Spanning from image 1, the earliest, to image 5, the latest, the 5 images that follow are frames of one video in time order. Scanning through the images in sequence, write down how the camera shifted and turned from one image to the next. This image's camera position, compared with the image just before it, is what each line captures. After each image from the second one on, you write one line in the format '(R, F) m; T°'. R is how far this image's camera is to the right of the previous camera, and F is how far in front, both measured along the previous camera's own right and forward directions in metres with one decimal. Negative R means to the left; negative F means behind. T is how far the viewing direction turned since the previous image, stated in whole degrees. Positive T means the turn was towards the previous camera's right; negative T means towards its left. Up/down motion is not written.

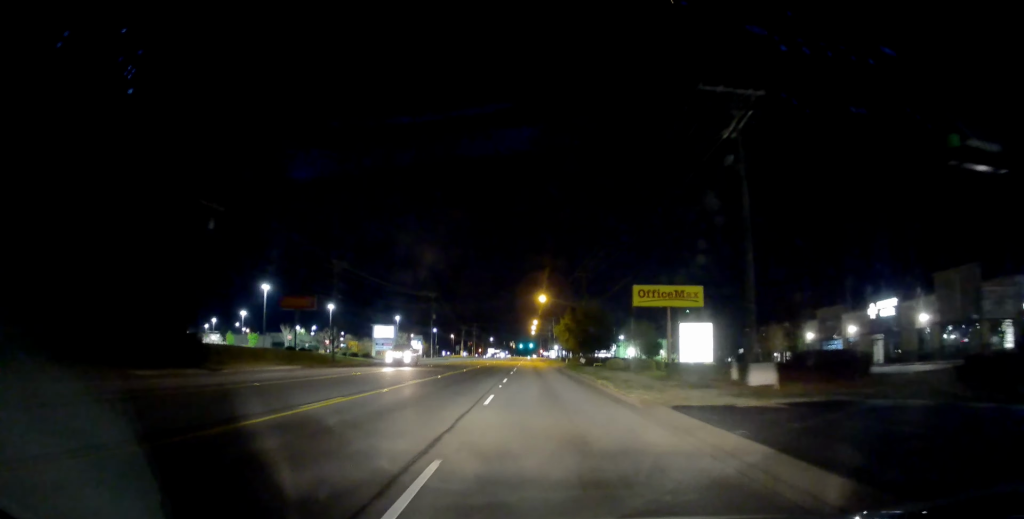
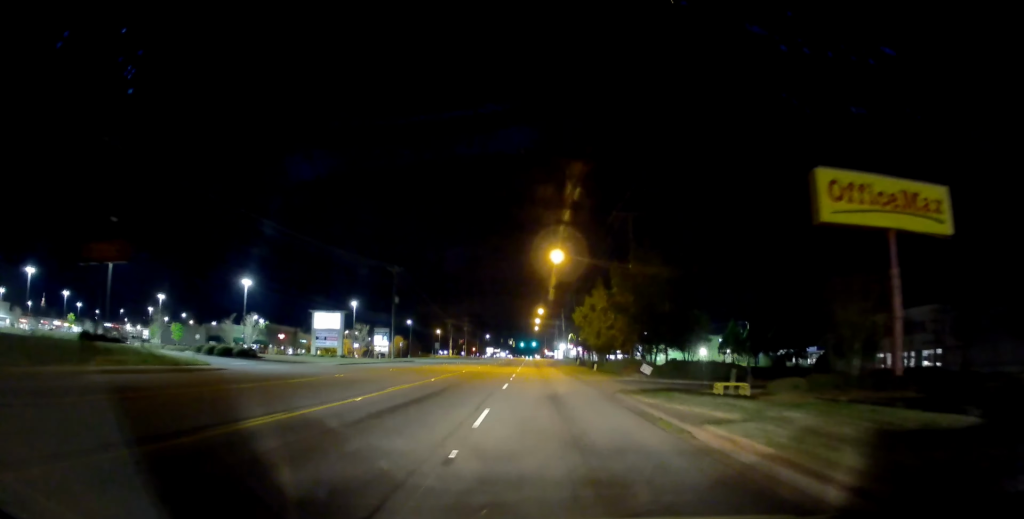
(-0.4, +40.0) m; 0°
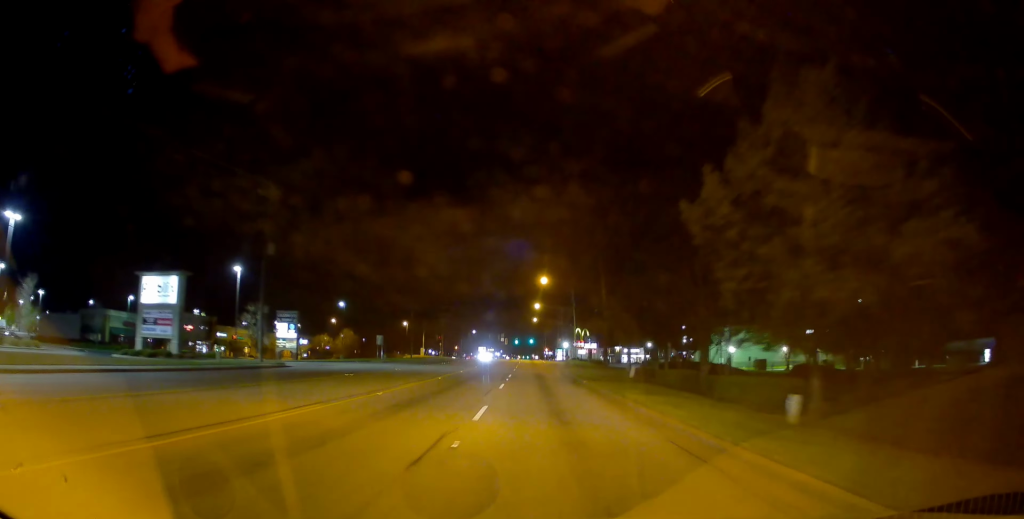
(+0.6, +45.4) m; +1°
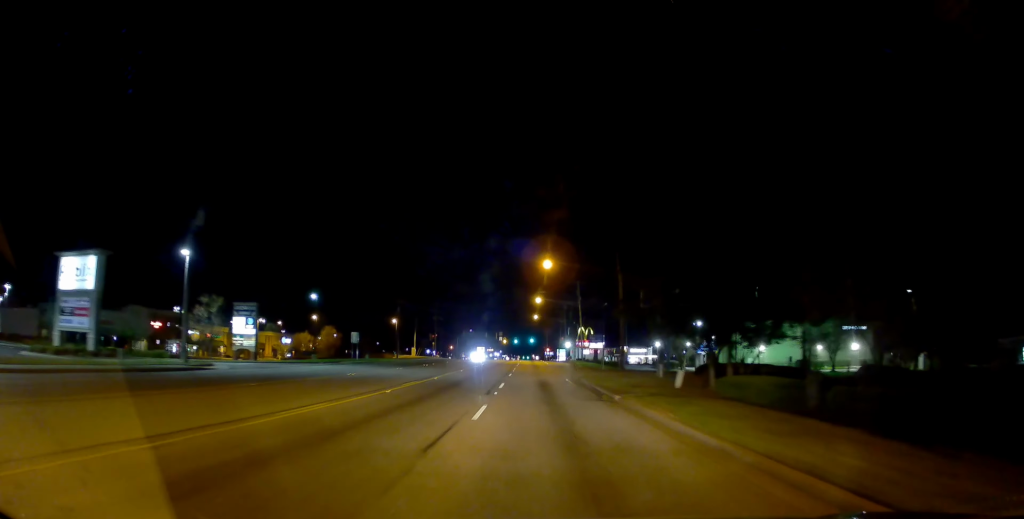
(+0.1, +11.4) m; 0°
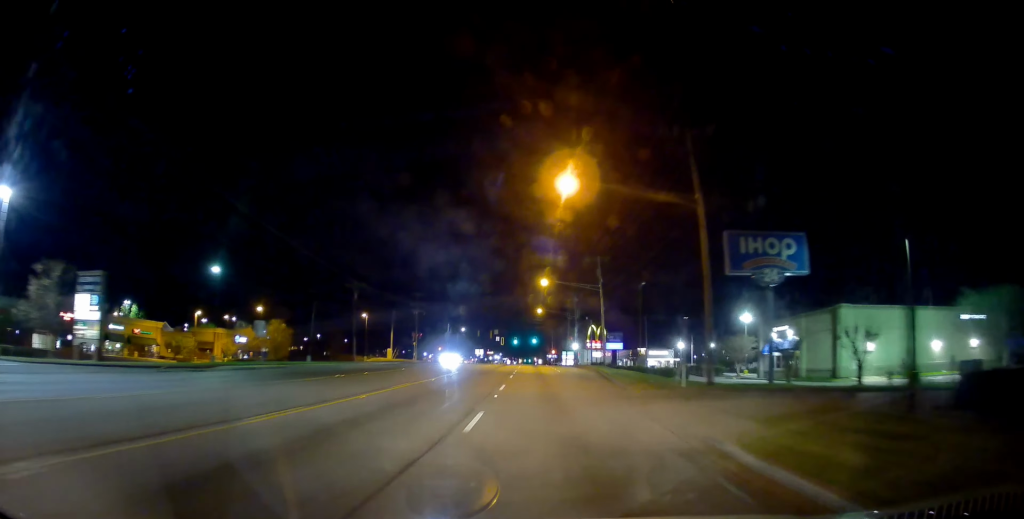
(-0.5, +25.3) m; 0°
